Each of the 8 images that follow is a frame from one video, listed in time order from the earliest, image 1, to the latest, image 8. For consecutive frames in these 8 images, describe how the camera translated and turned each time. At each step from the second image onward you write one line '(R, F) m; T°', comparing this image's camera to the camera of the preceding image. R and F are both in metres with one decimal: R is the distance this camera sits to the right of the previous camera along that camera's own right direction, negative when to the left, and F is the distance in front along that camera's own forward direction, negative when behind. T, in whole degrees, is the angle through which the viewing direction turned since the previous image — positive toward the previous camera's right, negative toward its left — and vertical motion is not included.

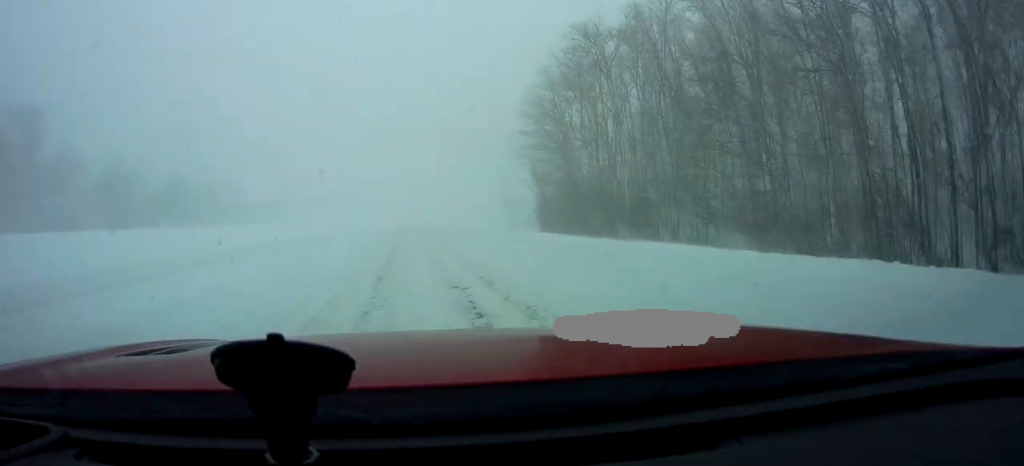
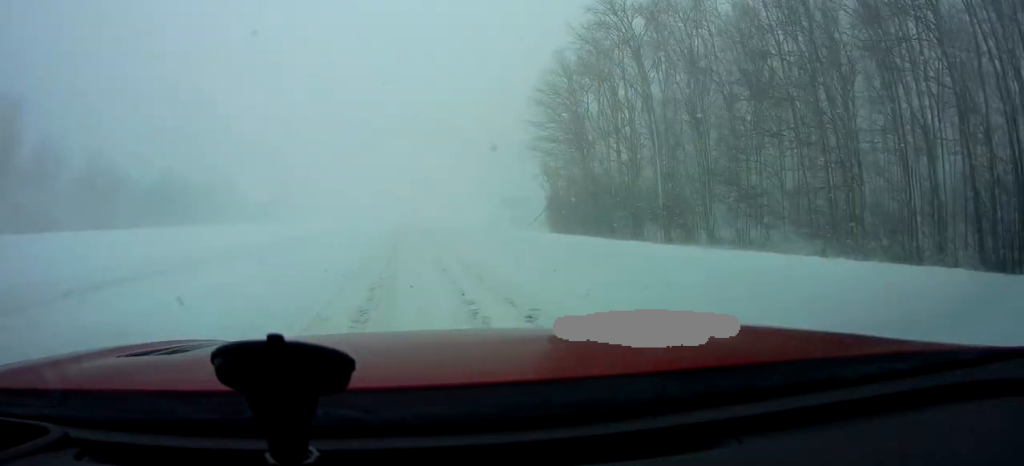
(0.0, +5.9) m; 0°
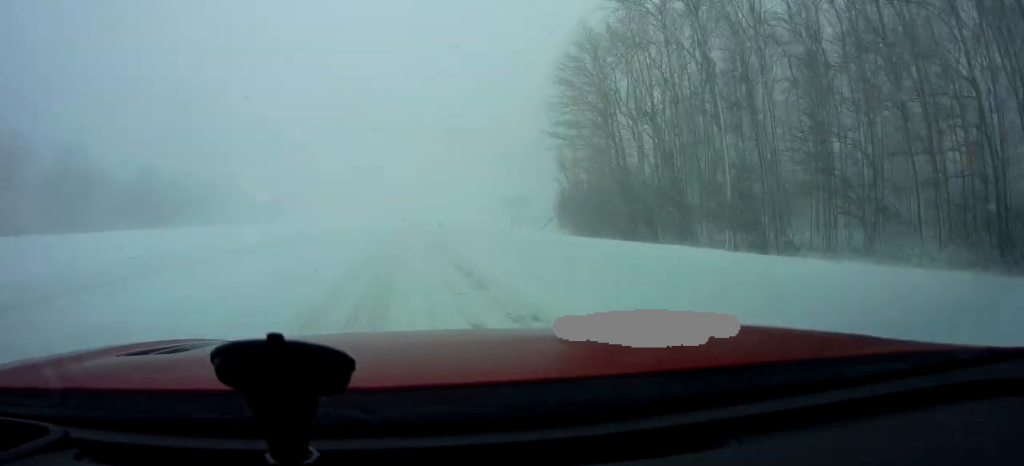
(0.0, +8.6) m; +1°
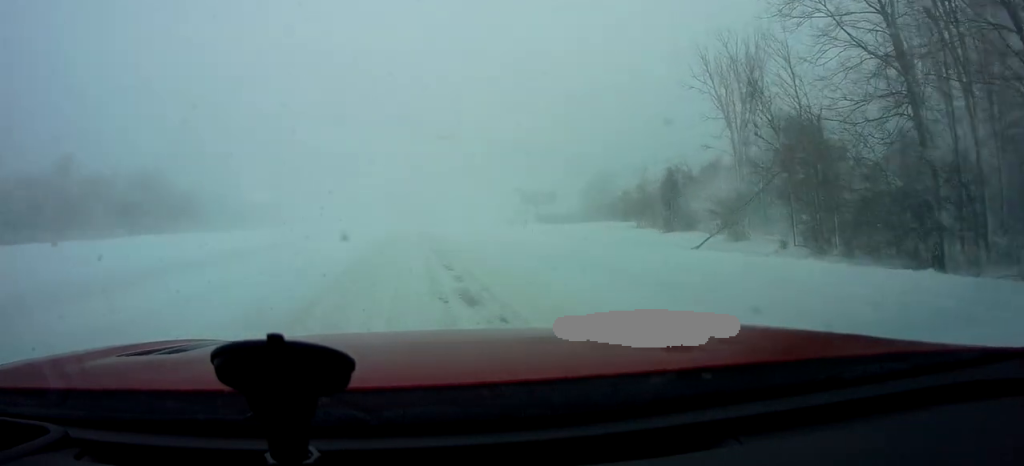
(-0.3, +34.5) m; +1°
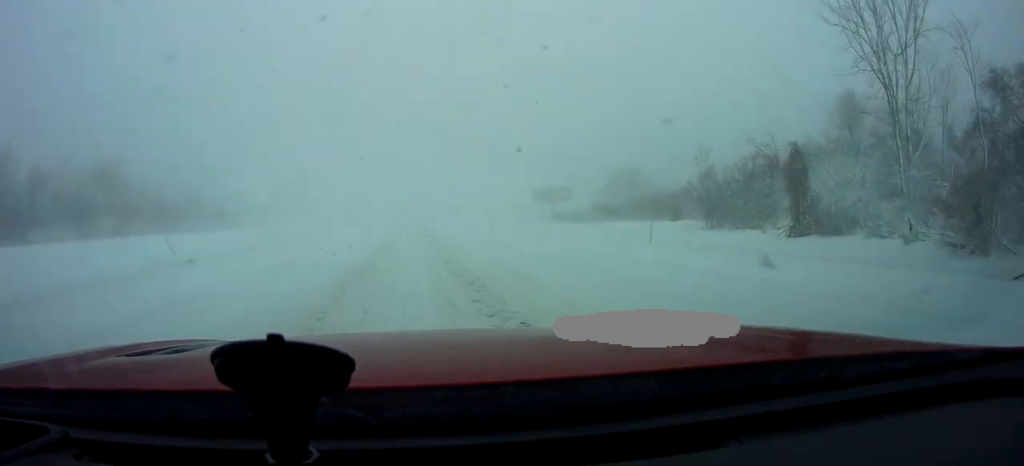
(+0.5, +18.0) m; -1°
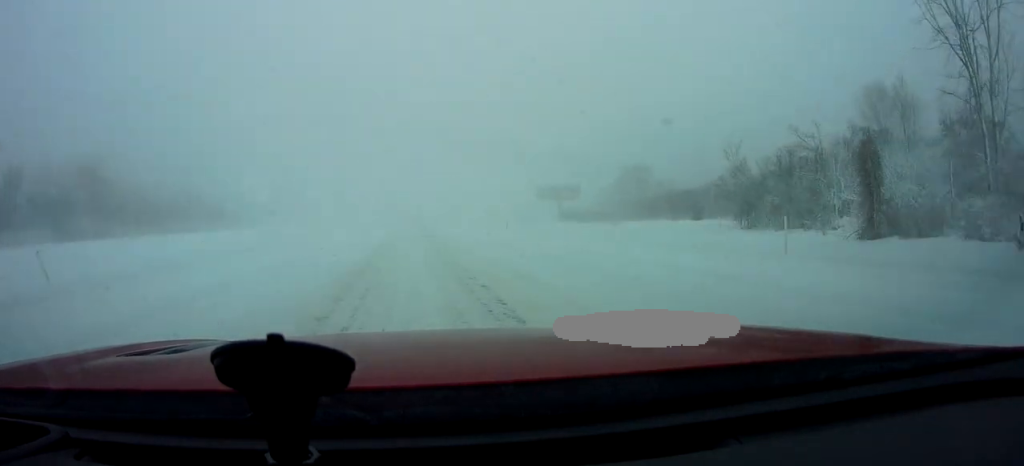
(-0.3, +6.7) m; -1°
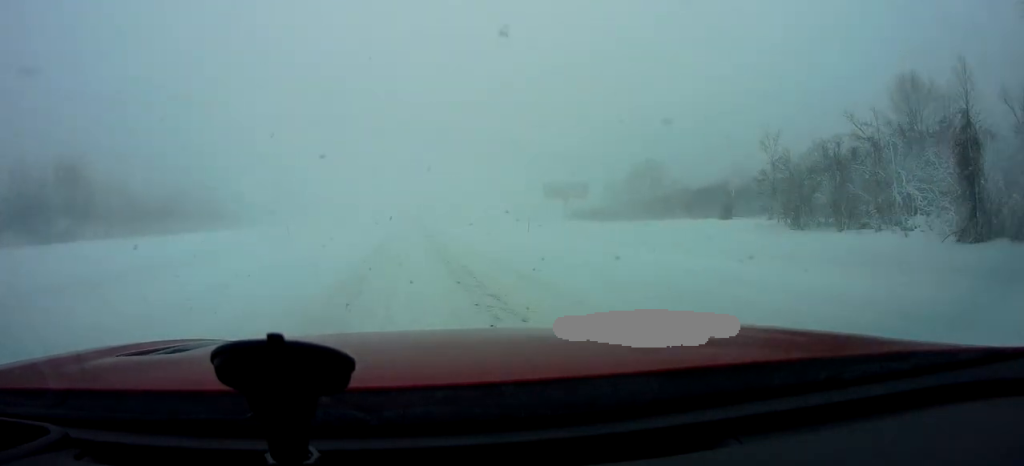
(0.0, +7.1) m; 0°
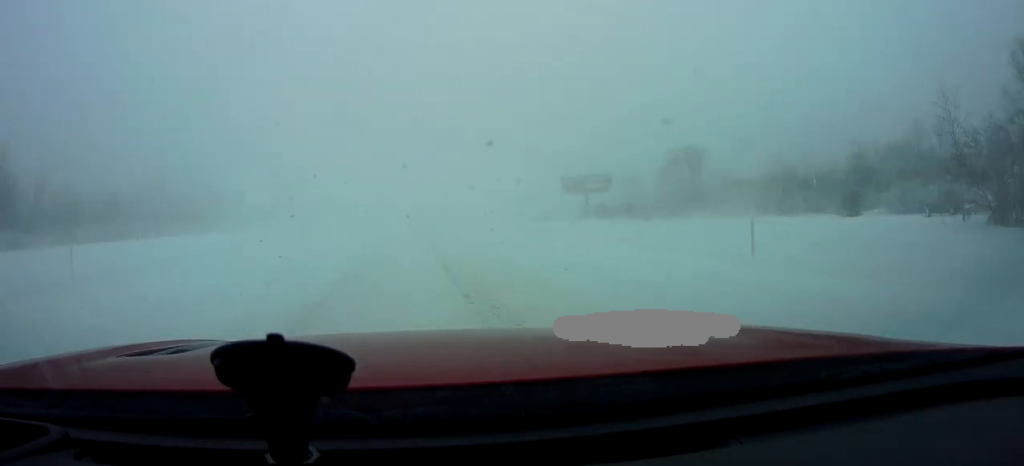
(+0.3, +22.8) m; +1°
